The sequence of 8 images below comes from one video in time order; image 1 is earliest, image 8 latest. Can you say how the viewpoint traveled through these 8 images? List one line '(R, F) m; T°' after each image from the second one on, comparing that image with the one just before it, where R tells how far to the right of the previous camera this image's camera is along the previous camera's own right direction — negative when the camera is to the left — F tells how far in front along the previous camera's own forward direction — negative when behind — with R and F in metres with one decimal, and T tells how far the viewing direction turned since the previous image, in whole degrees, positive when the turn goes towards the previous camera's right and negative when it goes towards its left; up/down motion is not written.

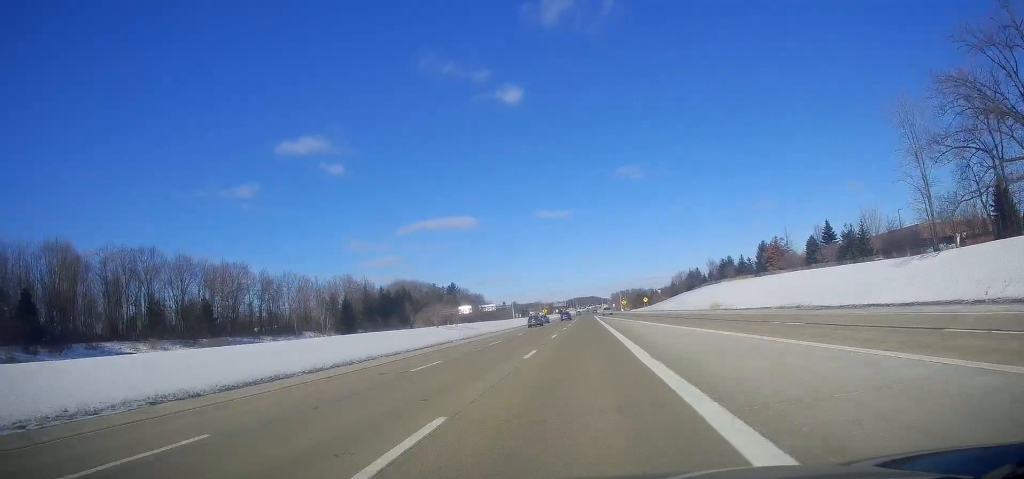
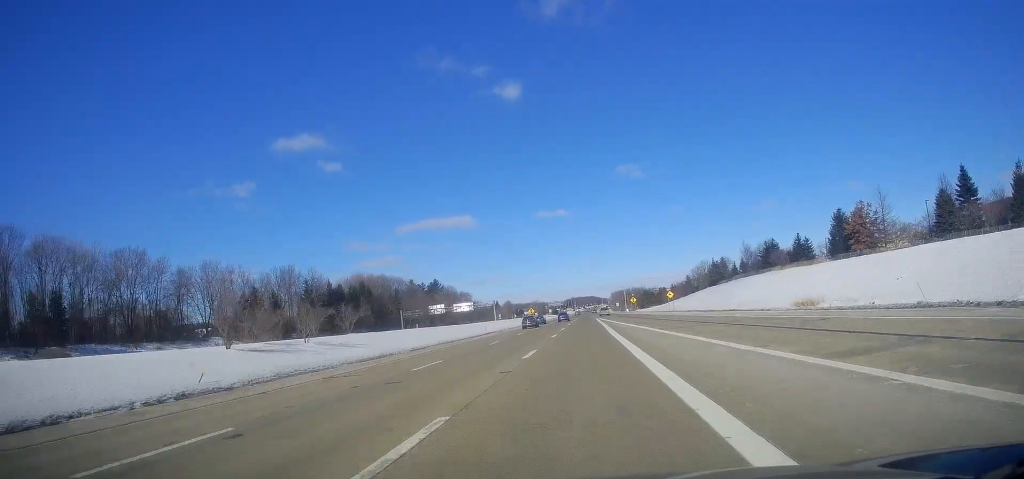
(+0.2, +39.8) m; +1°
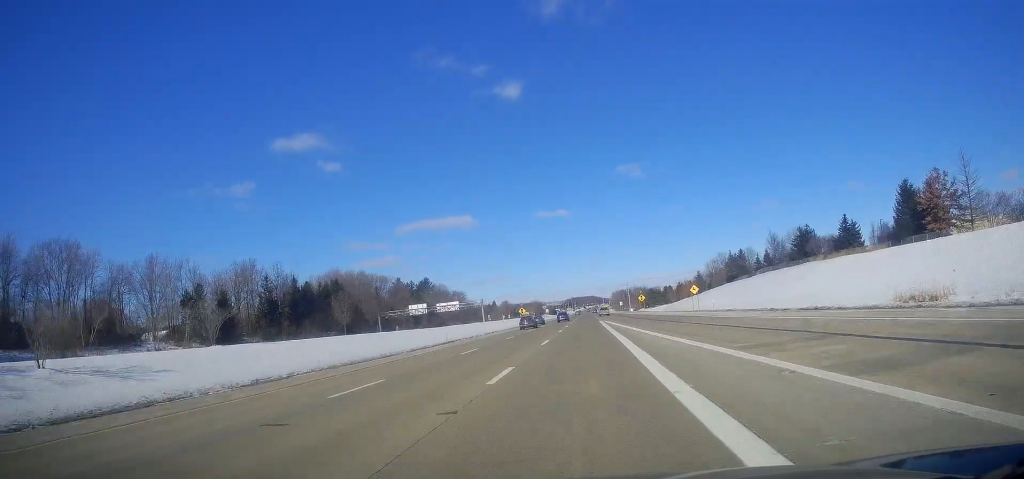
(+0.5, +21.2) m; 0°
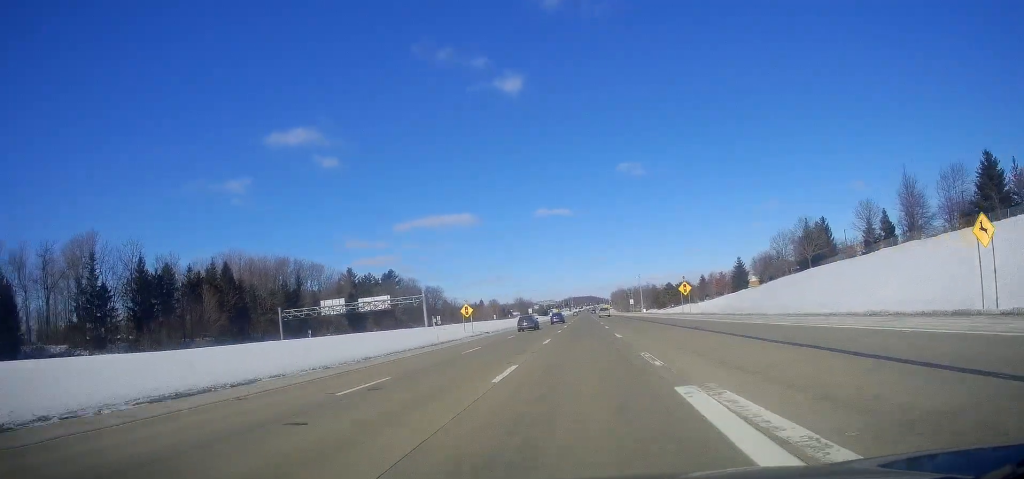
(-1.4, +58.1) m; -1°
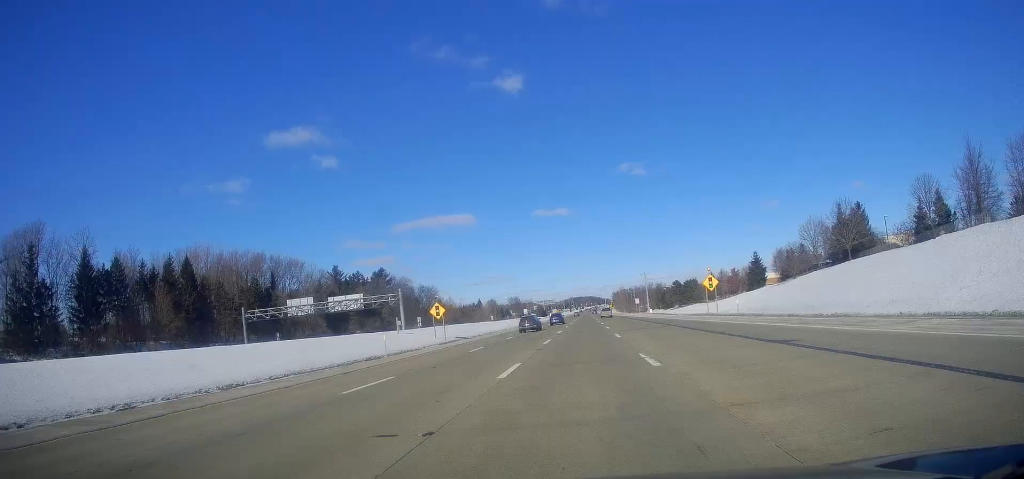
(-0.2, +14.5) m; +1°
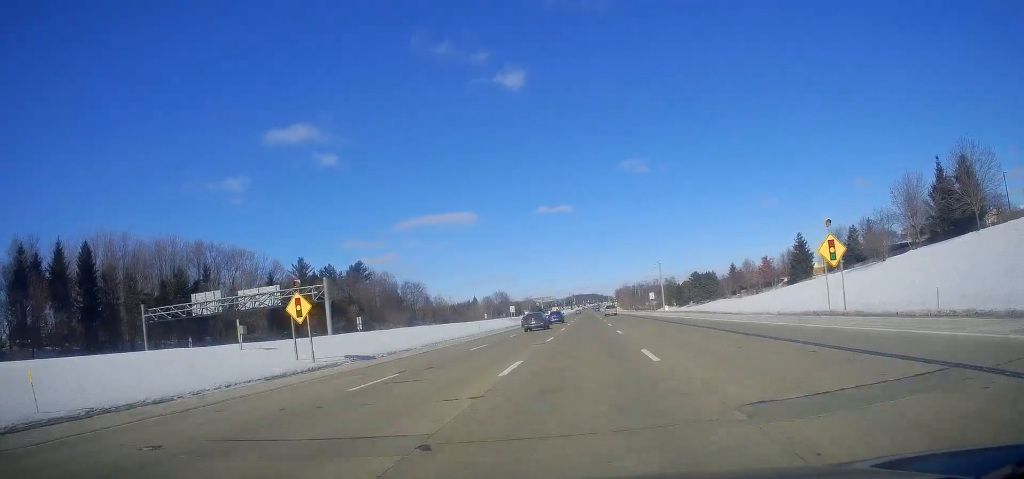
(+0.9, +29.3) m; 0°
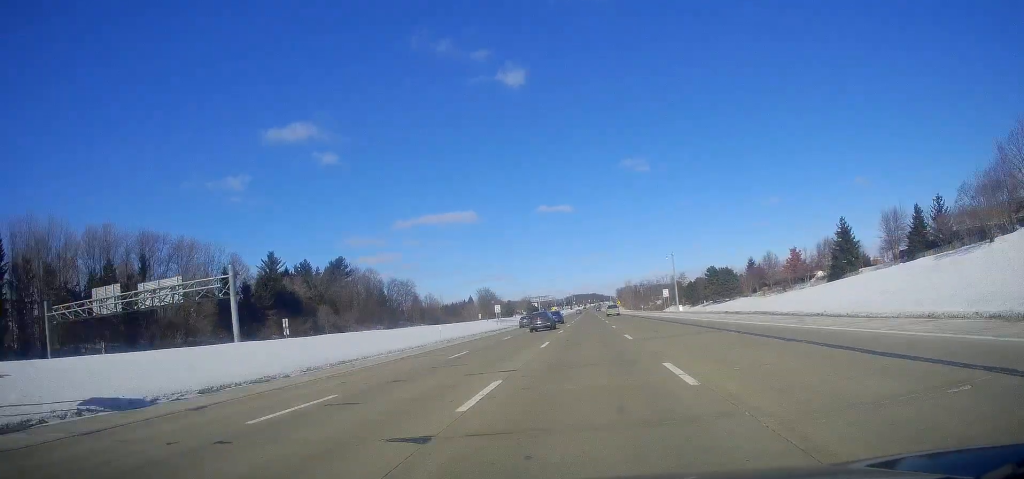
(-0.5, +20.3) m; 0°
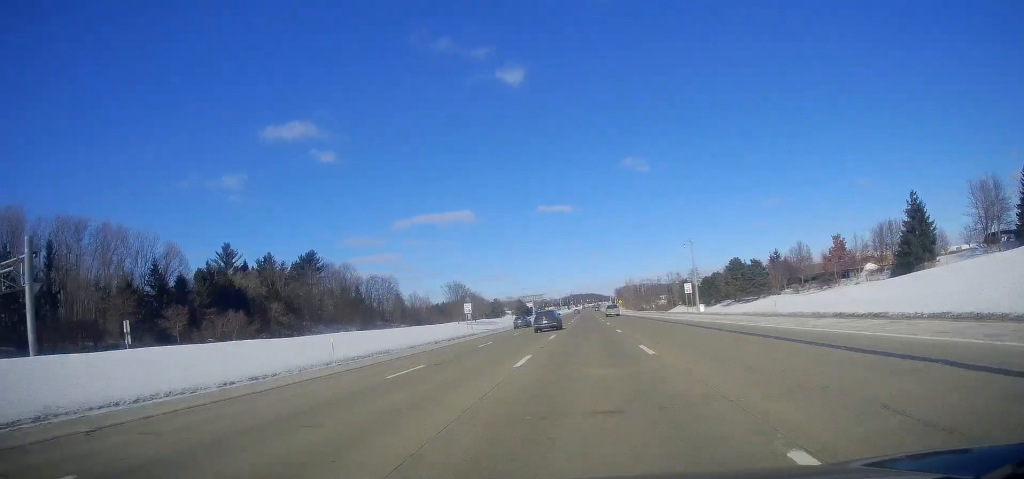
(-0.3, +23.6) m; 0°
